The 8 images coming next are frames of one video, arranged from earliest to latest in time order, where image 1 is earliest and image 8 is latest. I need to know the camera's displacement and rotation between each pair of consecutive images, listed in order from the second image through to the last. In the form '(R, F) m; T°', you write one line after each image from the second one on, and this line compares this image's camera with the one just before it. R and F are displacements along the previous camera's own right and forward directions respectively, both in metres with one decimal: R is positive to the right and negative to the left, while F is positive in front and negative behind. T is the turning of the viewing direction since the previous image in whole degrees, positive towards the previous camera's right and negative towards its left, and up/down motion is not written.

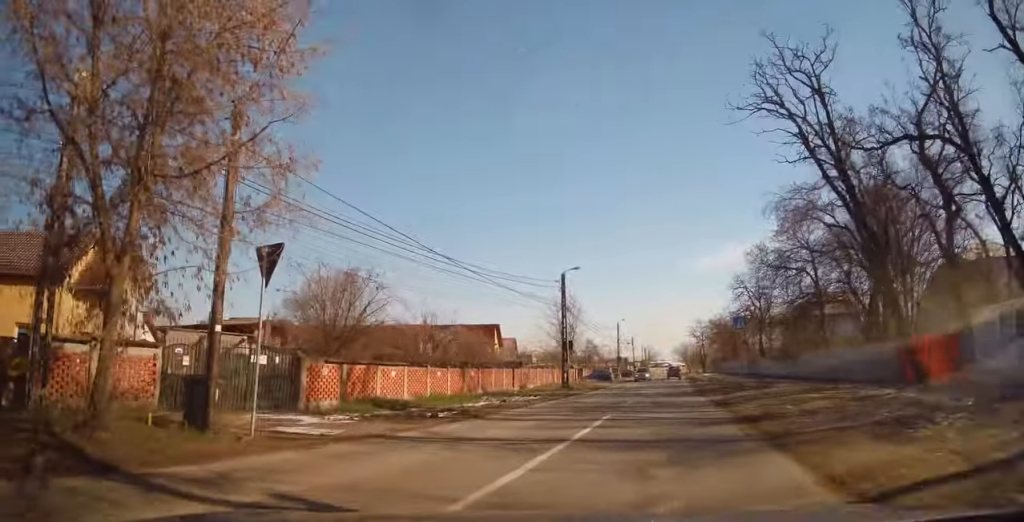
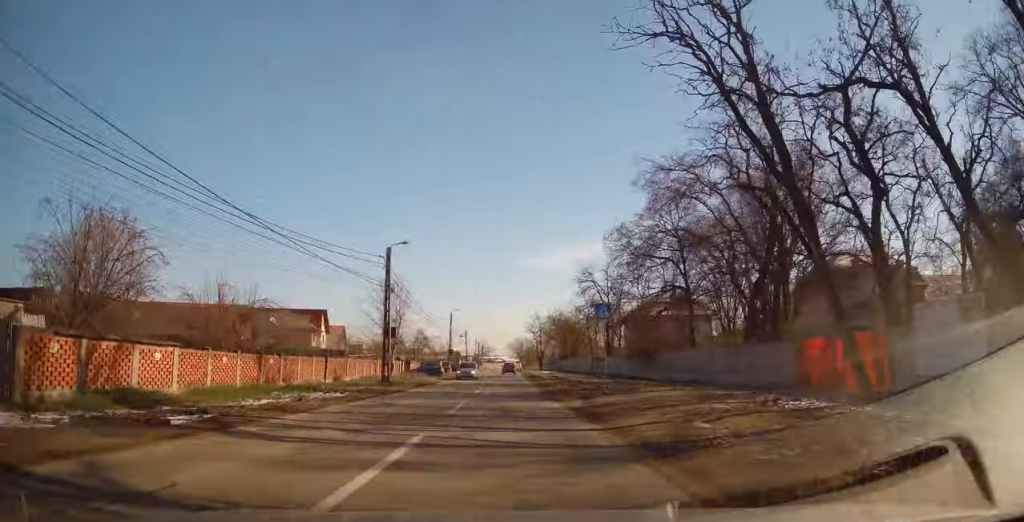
(+0.9, +5.5) m; +12°
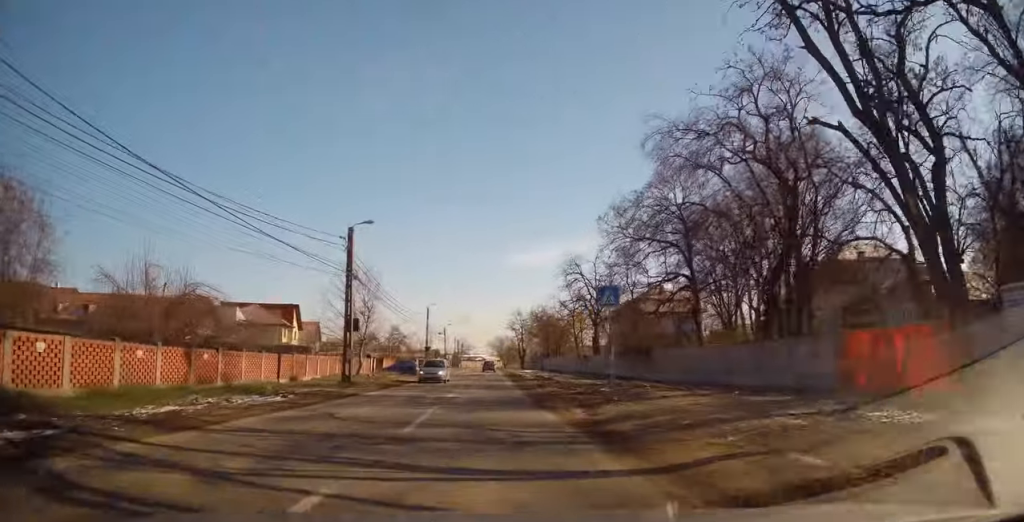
(+0.5, +4.1) m; +2°
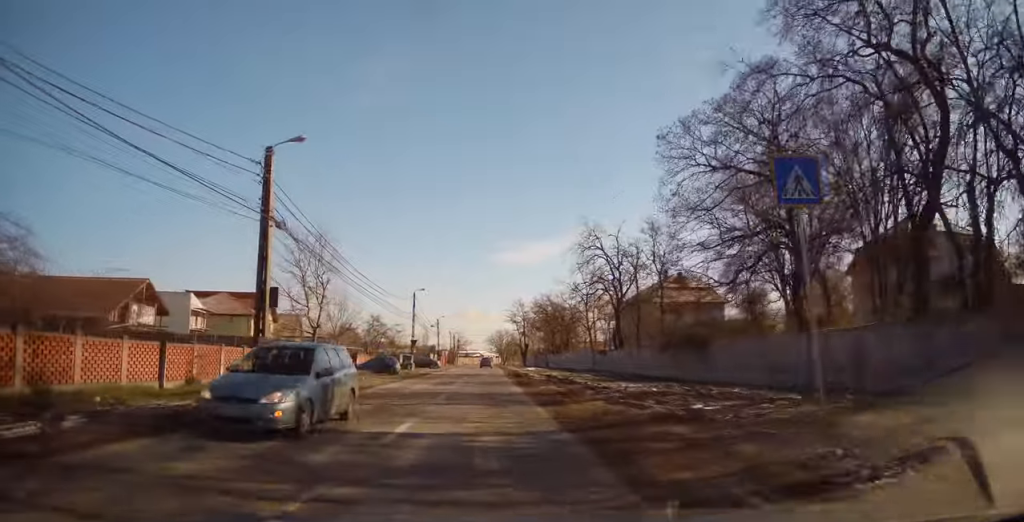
(-0.4, +10.5) m; 0°
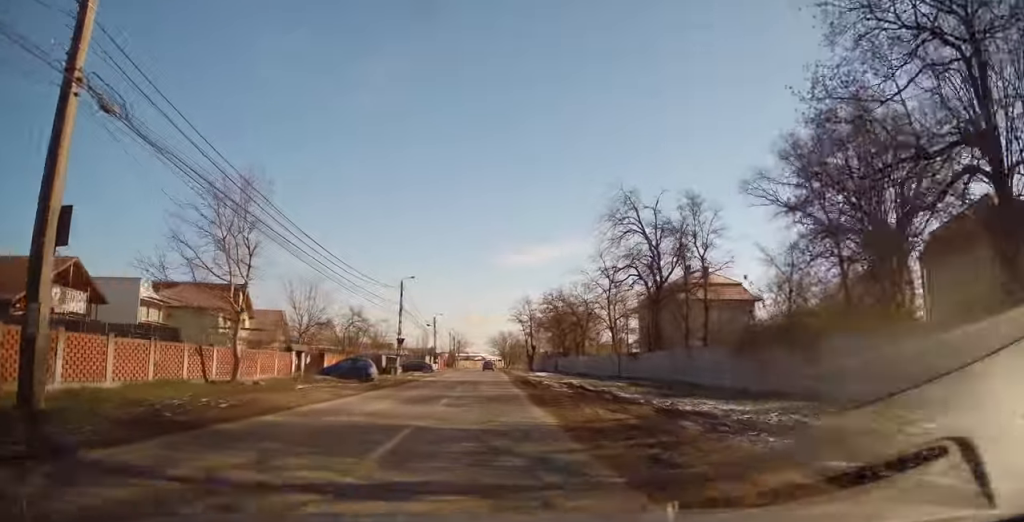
(+0.3, +10.0) m; +1°
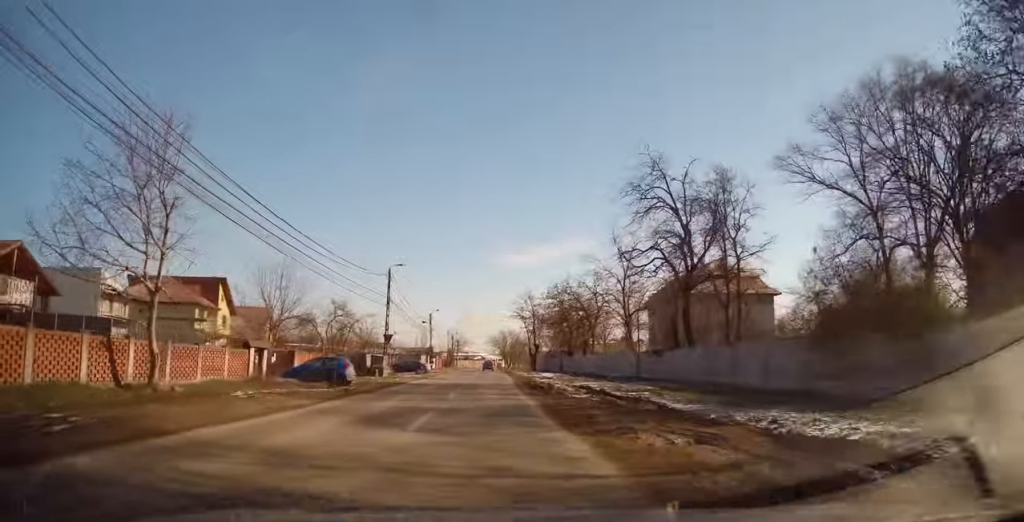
(-0.1, +5.7) m; +1°
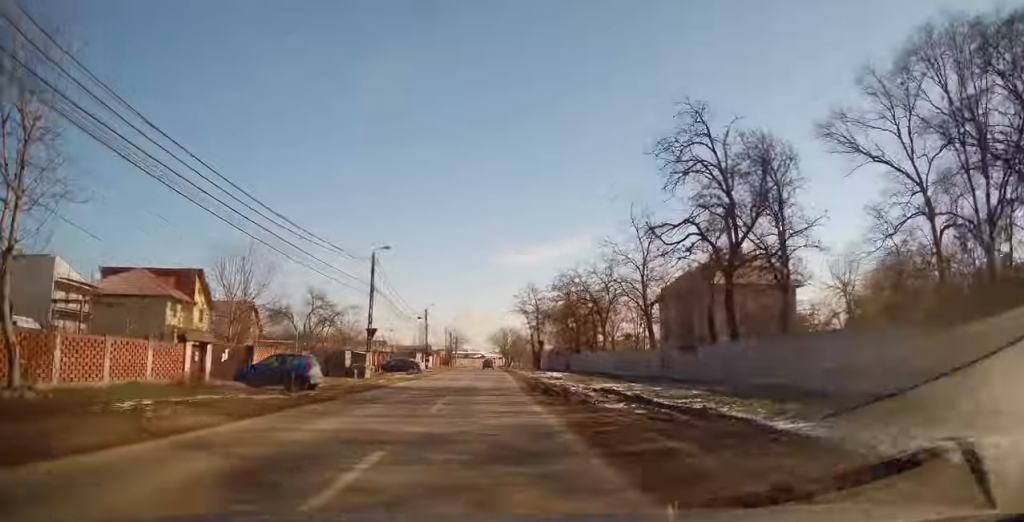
(0.0, +5.4) m; 0°
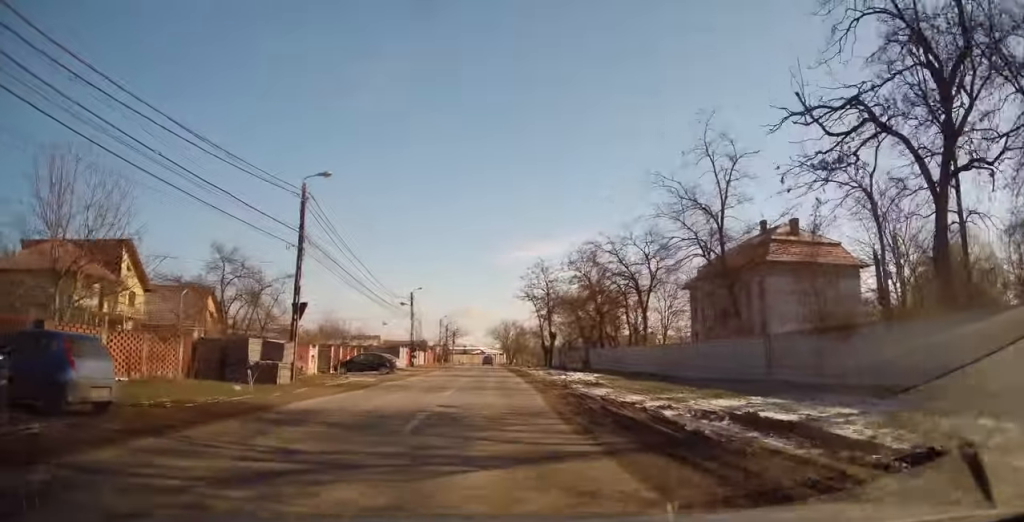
(+0.2, +13.2) m; -1°
